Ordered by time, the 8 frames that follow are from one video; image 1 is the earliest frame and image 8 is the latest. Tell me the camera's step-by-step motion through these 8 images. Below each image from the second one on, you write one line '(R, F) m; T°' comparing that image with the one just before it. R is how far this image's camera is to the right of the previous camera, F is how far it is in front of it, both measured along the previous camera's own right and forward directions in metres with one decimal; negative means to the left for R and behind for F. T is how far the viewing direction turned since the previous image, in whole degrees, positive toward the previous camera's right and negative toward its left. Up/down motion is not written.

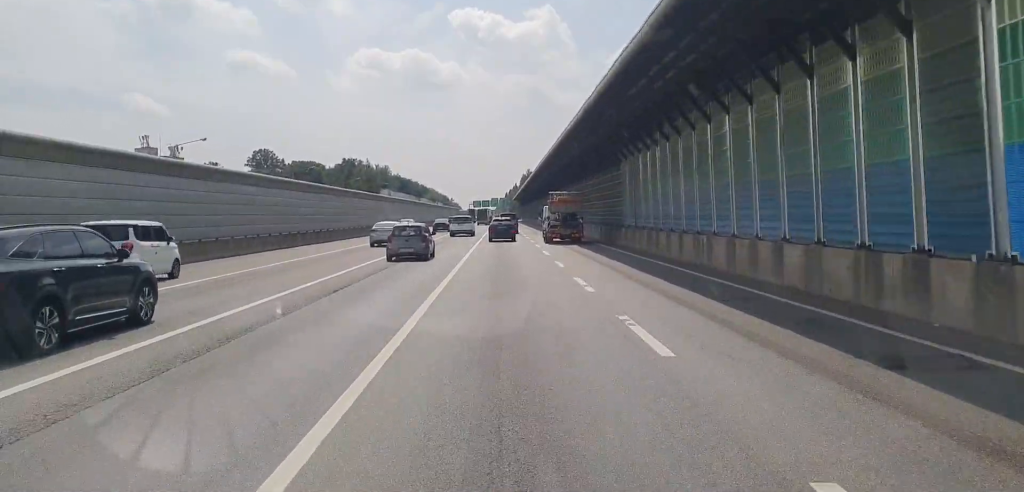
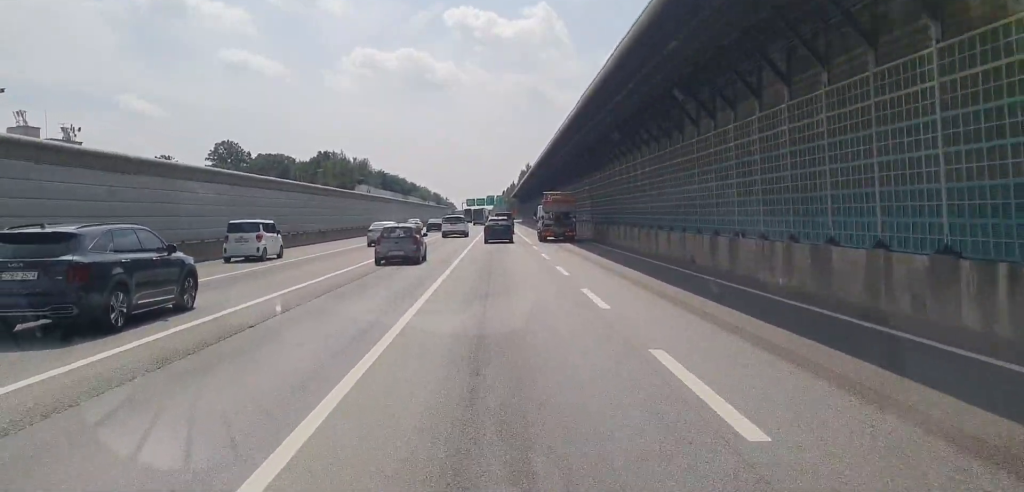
(-0.2, +35.1) m; 0°
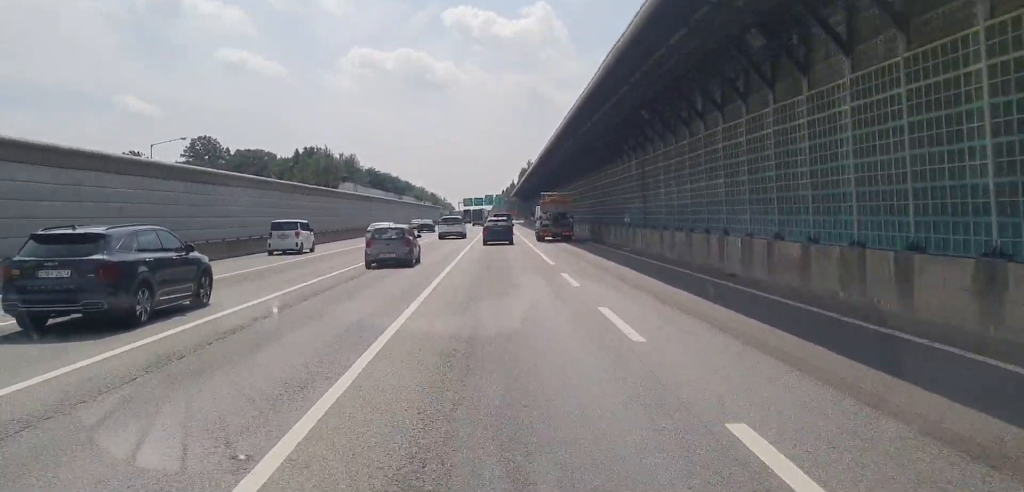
(+0.2, +19.3) m; +1°
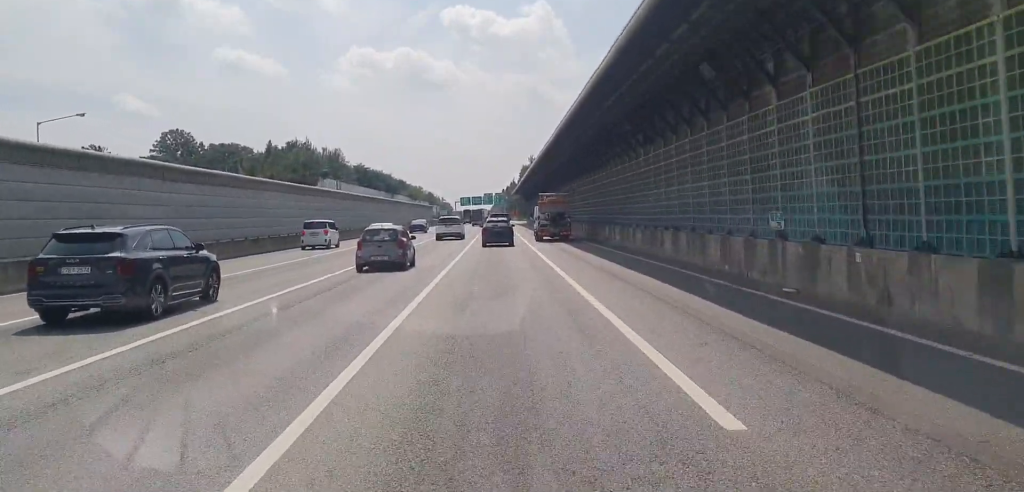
(+0.2, +20.6) m; -1°
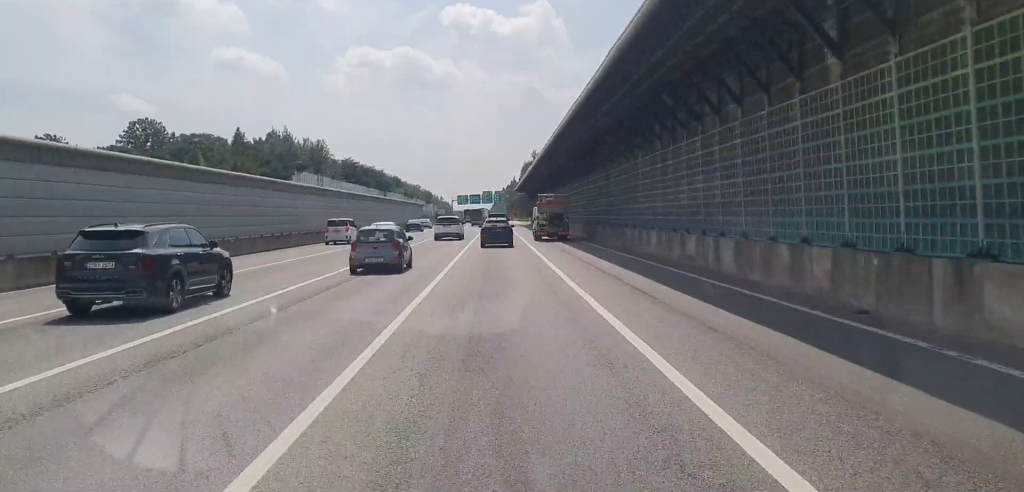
(-0.4, +19.6) m; 0°
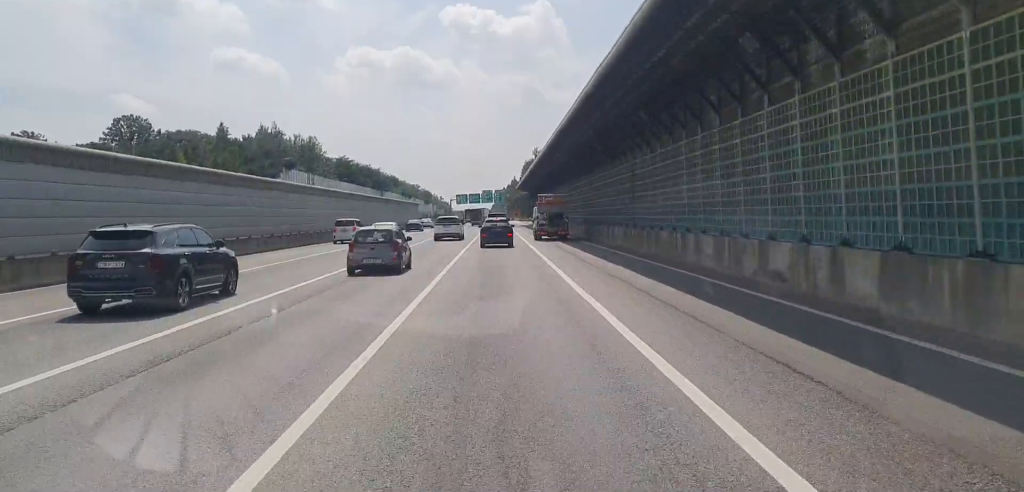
(+0.2, +8.0) m; 0°
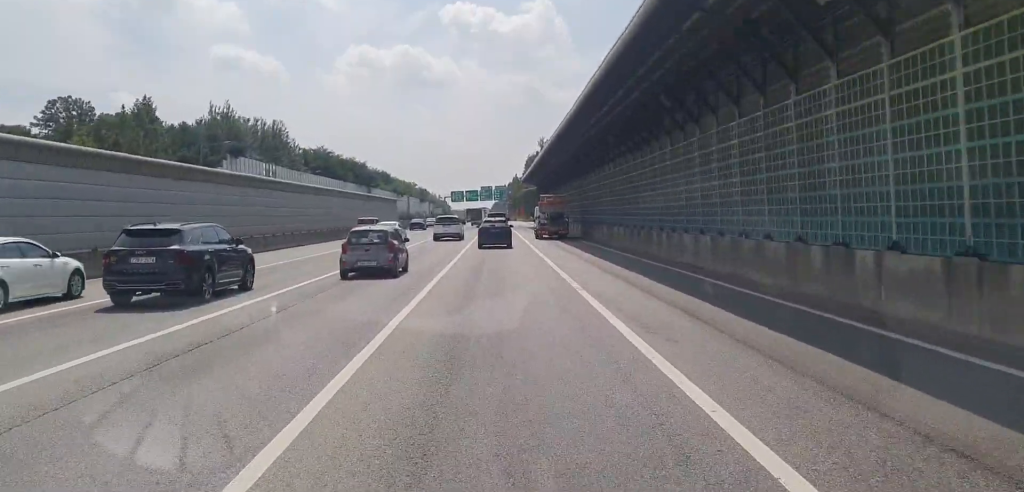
(+0.1, +27.8) m; -1°
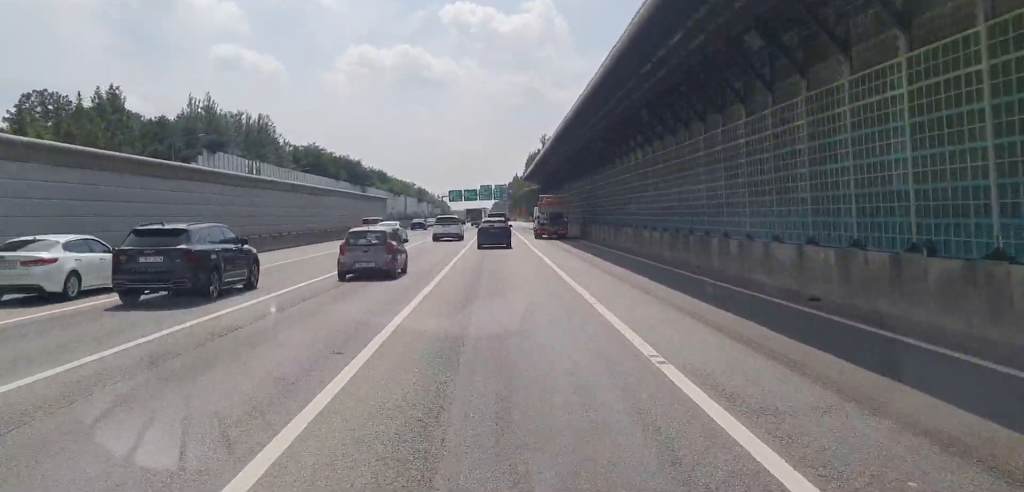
(-0.1, +8.6) m; 0°
